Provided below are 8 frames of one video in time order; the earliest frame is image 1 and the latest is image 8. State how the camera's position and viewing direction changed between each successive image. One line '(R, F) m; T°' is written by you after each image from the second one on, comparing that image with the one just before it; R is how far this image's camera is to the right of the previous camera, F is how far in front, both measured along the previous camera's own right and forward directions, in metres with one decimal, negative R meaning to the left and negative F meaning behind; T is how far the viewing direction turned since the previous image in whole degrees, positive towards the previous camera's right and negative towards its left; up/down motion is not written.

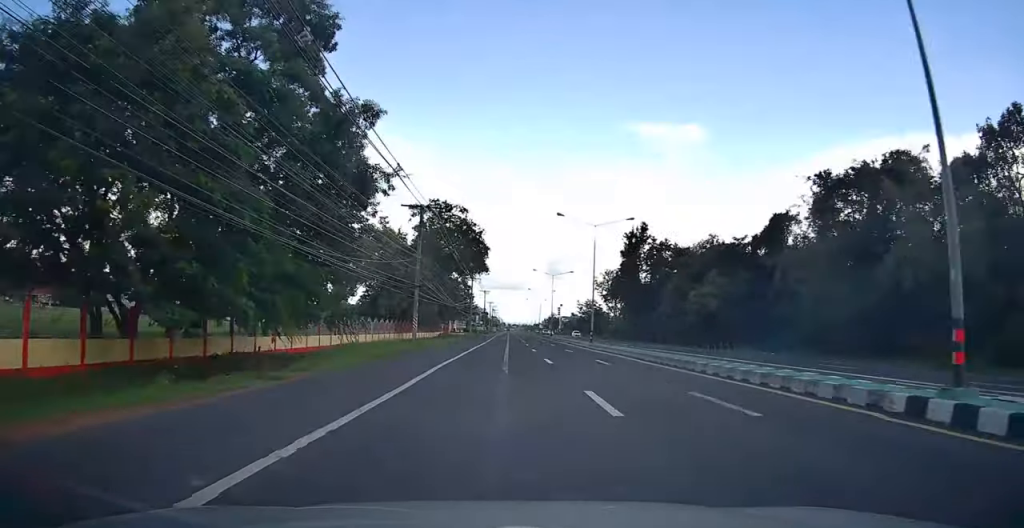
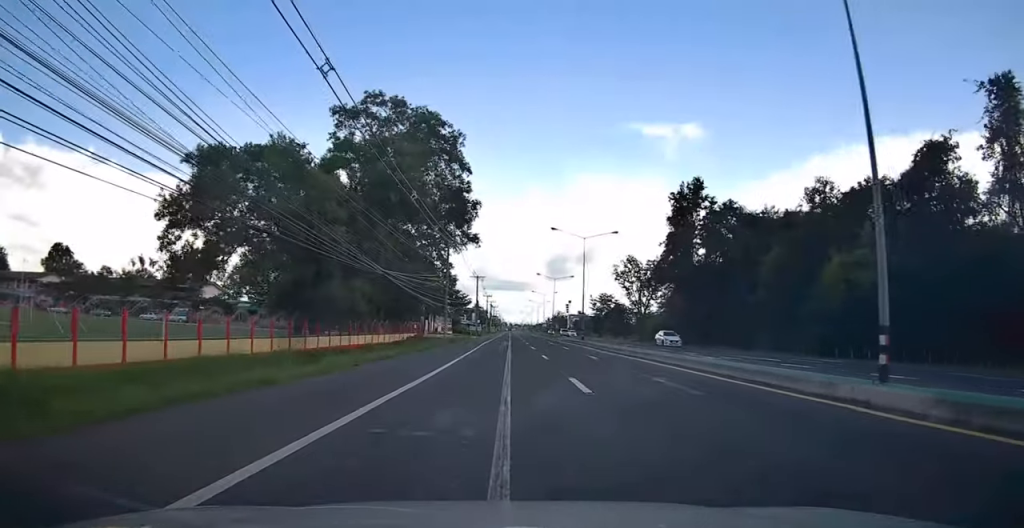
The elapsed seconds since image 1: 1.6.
(+0.3, +32.9) m; 0°
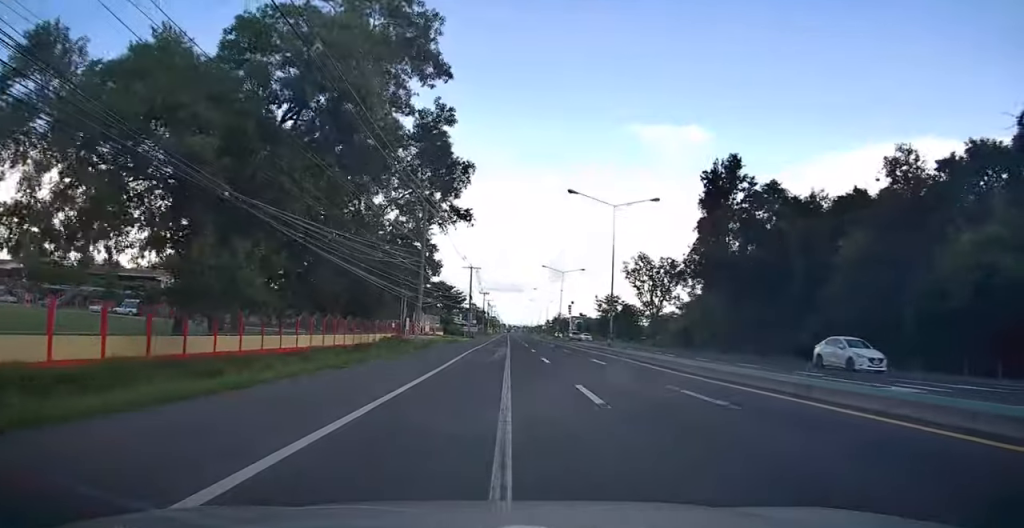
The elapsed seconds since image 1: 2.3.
(-0.4, +13.6) m; 0°
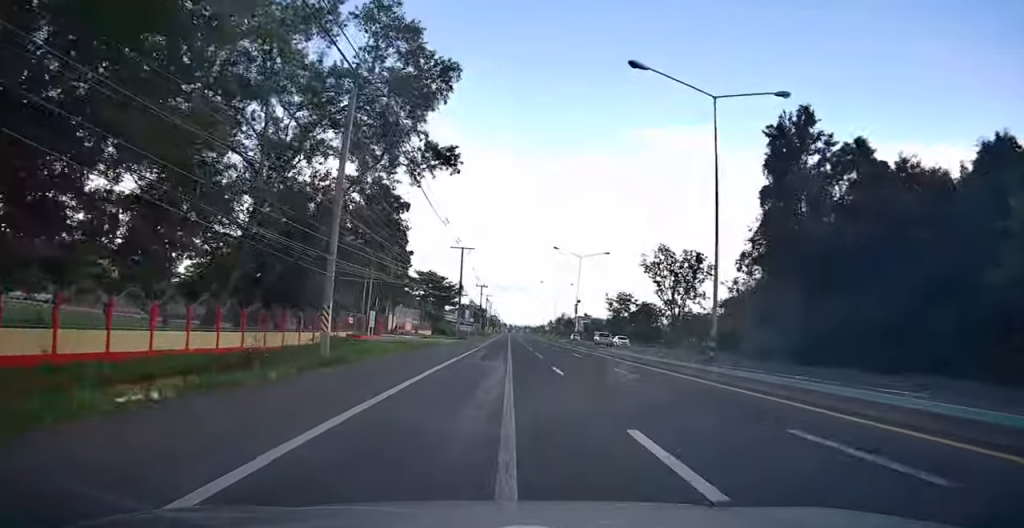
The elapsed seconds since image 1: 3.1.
(+0.5, +17.3) m; 0°
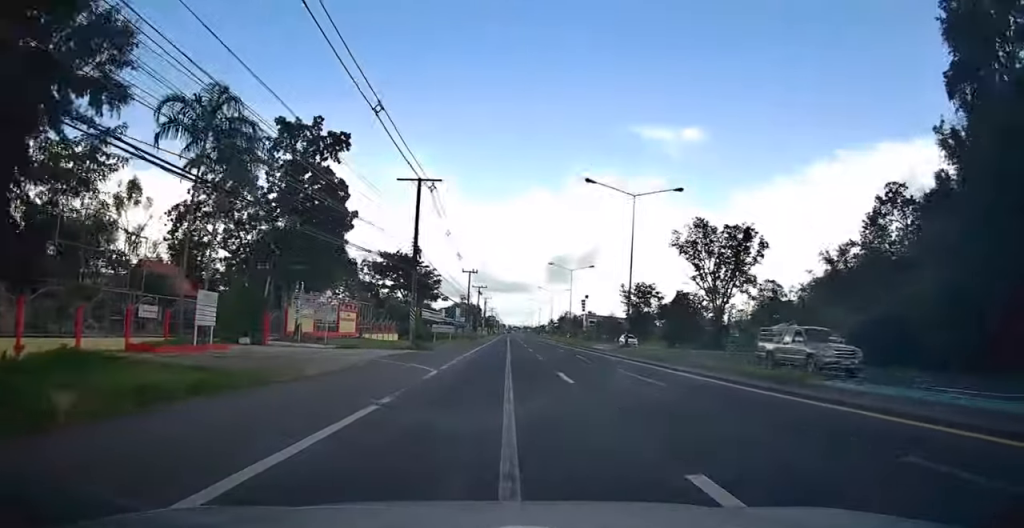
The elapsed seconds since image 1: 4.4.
(-0.5, +26.5) m; 0°
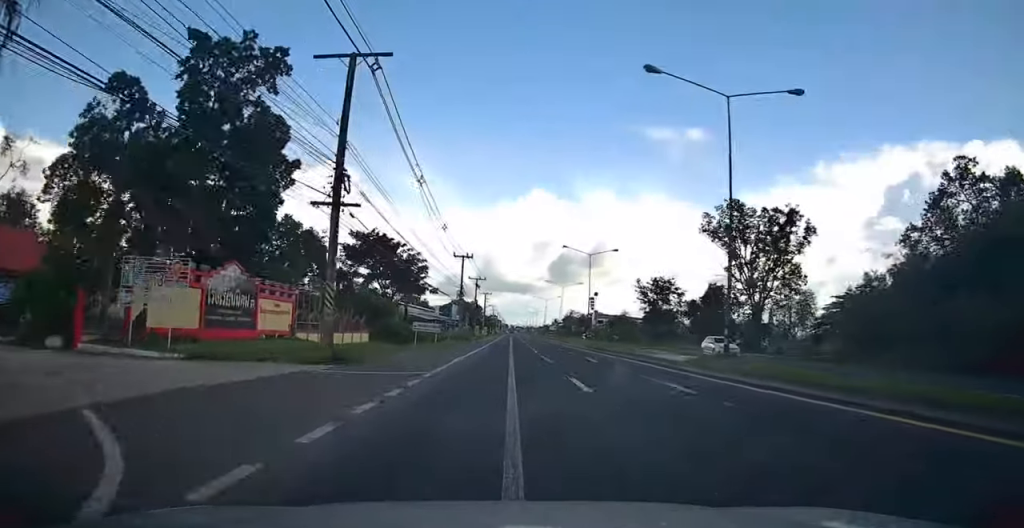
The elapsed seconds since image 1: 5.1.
(+0.5, +14.5) m; 0°
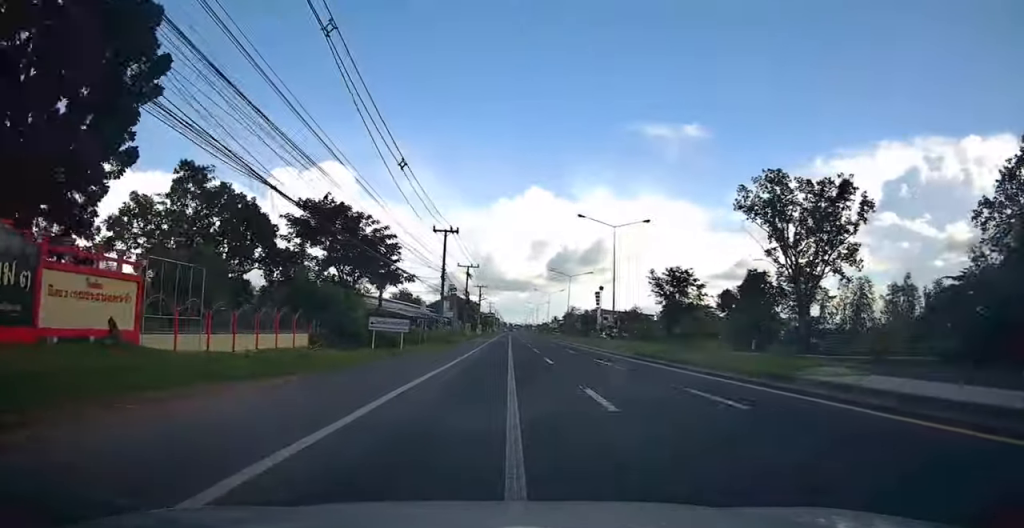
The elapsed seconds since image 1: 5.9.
(-0.2, +14.6) m; 0°
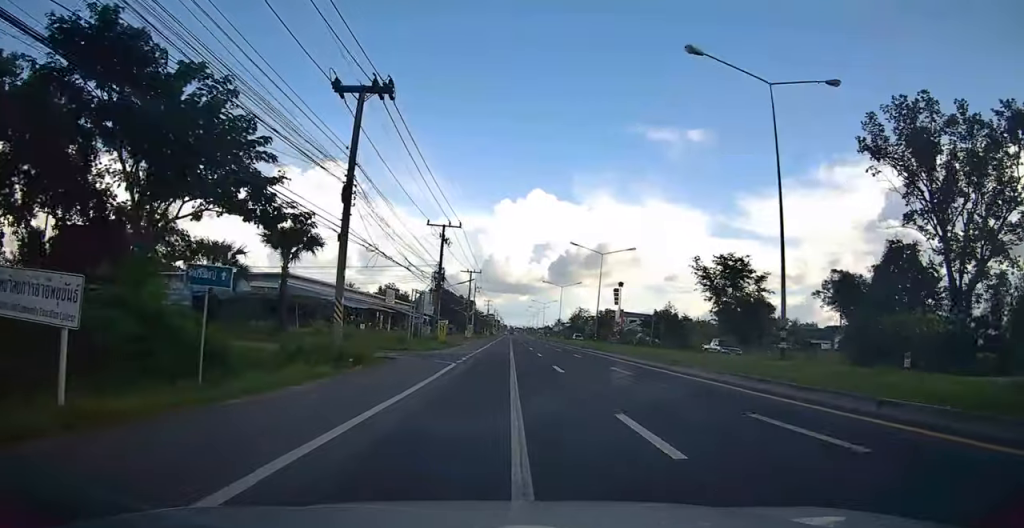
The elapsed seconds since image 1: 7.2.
(+0.3, +27.5) m; 0°
